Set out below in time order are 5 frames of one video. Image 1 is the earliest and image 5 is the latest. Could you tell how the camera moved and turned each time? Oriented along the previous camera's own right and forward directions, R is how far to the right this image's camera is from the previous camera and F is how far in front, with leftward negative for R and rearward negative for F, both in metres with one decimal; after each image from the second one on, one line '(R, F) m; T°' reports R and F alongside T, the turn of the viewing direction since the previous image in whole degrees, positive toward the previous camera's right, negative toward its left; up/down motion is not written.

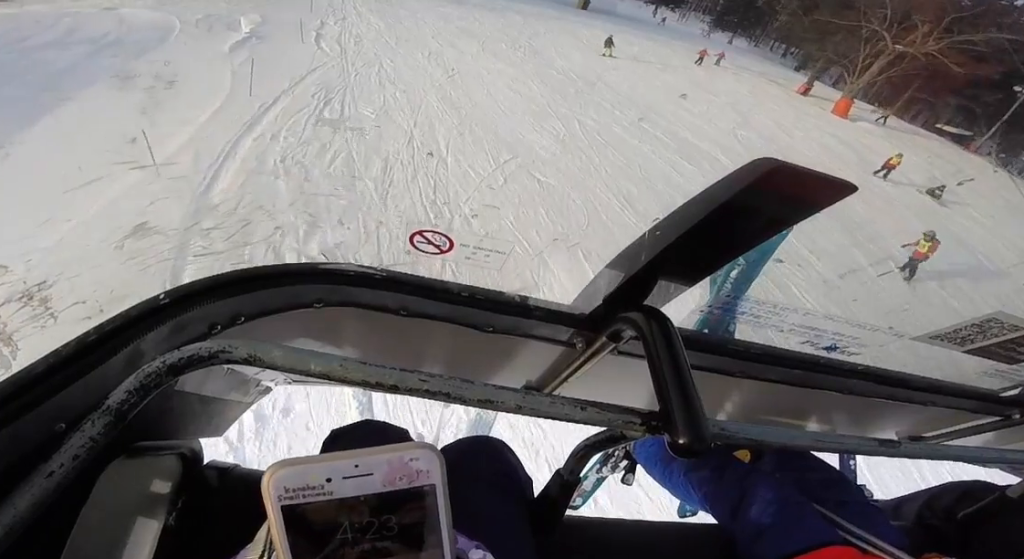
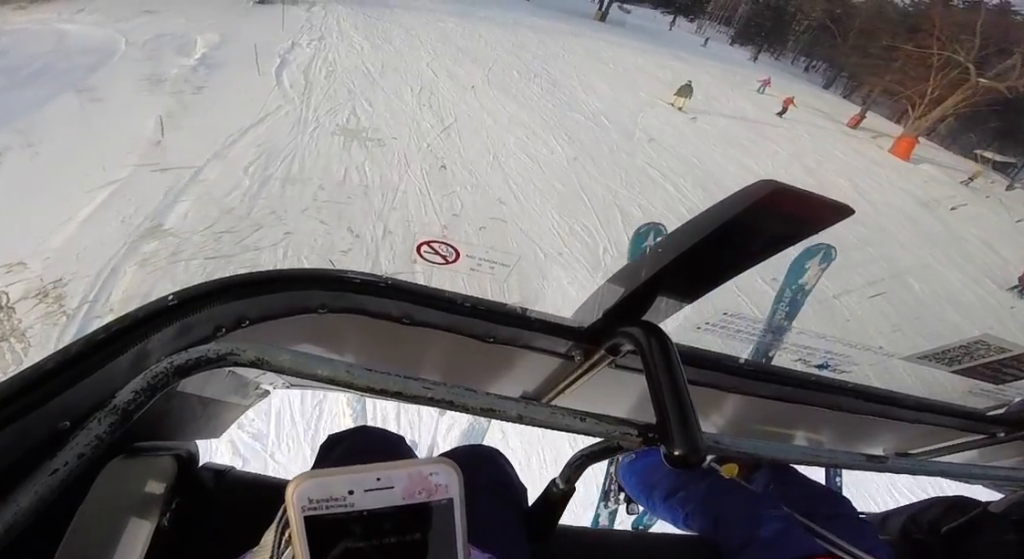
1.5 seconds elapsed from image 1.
(-0.3, +8.9) m; +1°
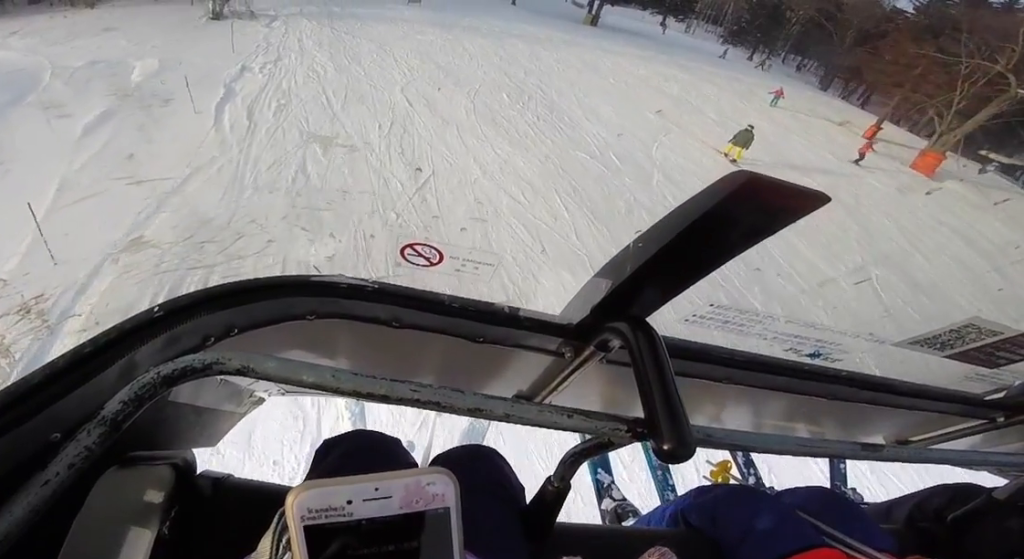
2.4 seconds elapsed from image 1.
(0.0, +5.8) m; 0°
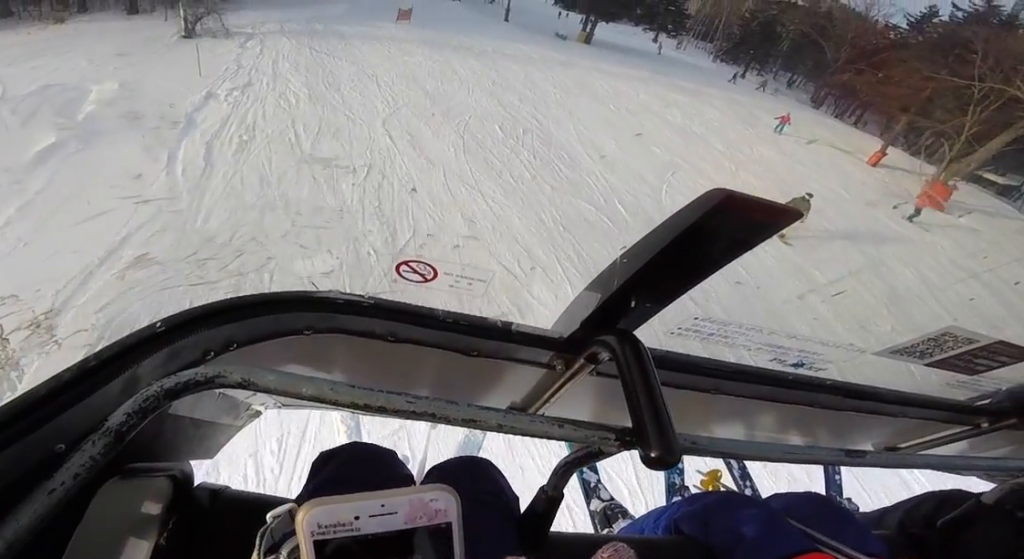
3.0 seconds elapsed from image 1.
(-0.5, +3.5) m; 0°
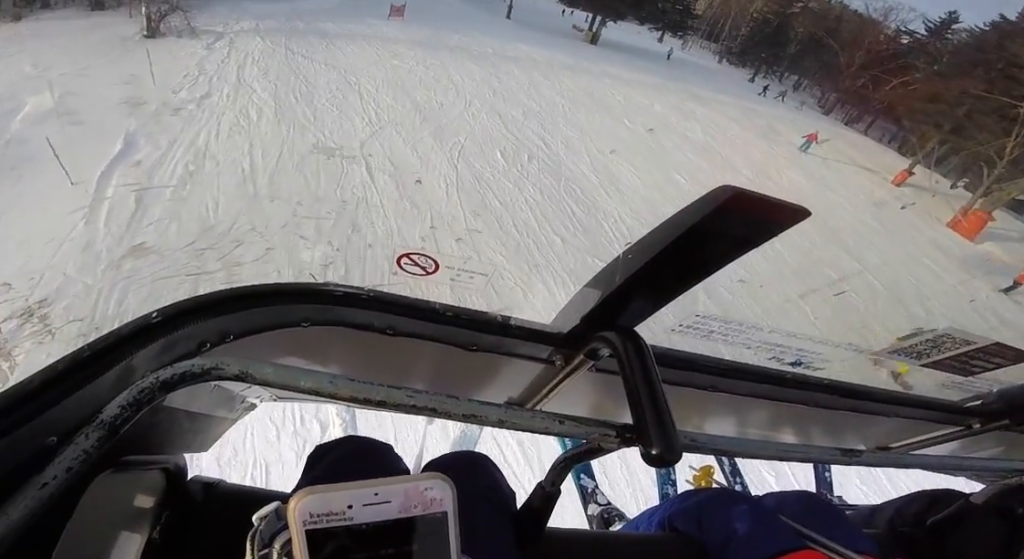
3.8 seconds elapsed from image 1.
(+0.6, +4.3) m; +6°
